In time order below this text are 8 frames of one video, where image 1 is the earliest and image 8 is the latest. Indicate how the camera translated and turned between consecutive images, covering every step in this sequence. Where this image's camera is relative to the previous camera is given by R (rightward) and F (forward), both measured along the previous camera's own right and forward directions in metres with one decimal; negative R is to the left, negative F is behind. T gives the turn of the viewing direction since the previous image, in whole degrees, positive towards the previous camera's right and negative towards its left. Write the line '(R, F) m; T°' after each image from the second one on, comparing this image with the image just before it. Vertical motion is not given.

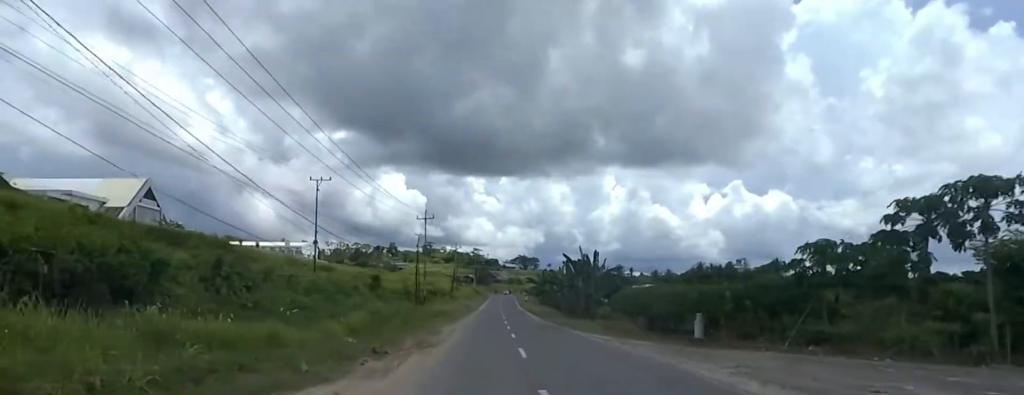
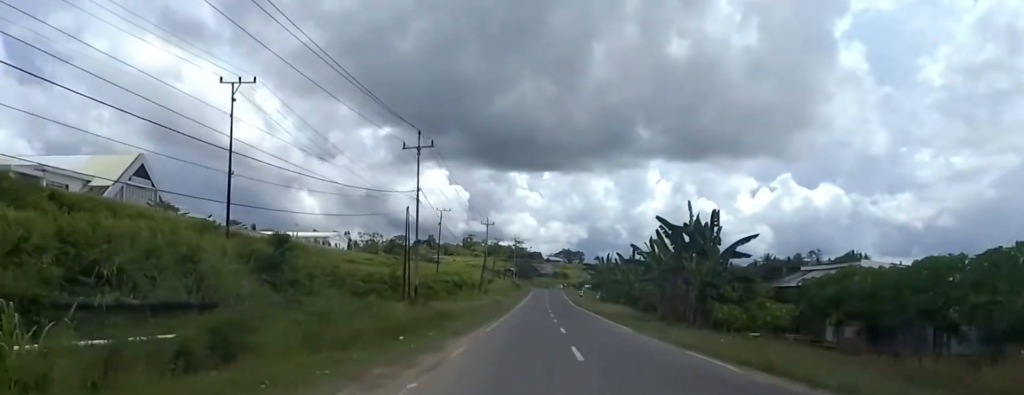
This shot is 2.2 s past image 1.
(+2.3, +24.2) m; +1°
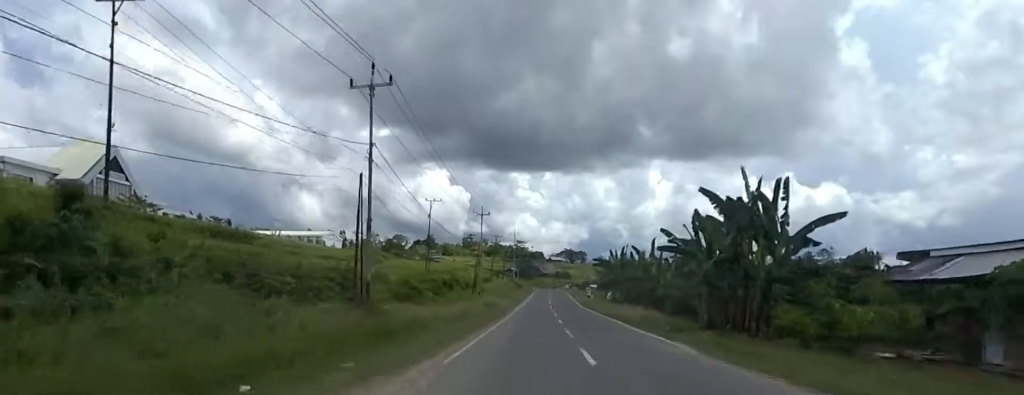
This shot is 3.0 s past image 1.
(-0.9, +9.1) m; 0°
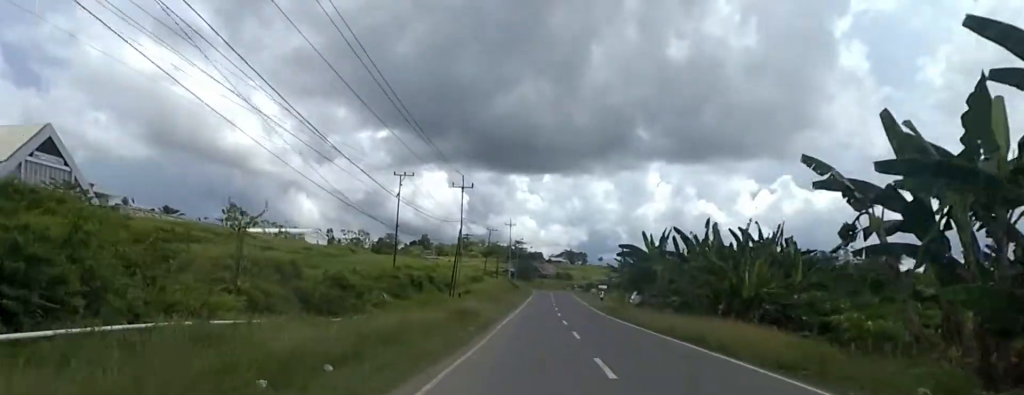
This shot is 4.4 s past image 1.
(+0.8, +16.5) m; -1°
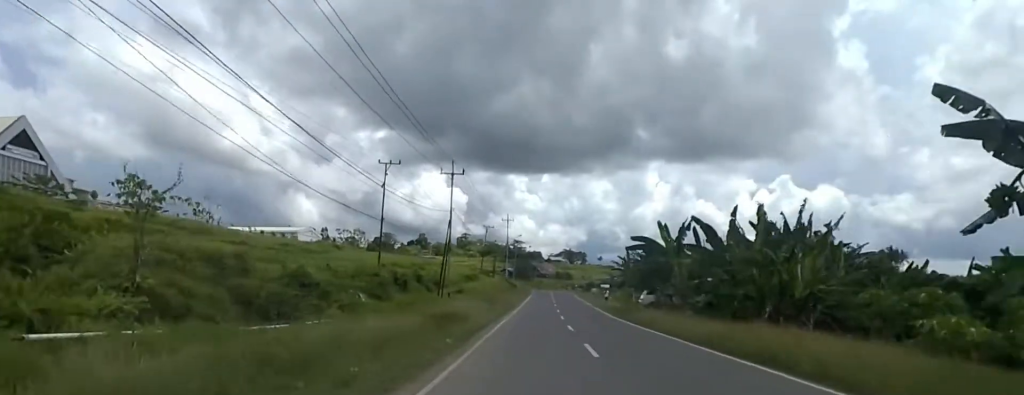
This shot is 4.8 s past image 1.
(-0.7, +5.1) m; 0°
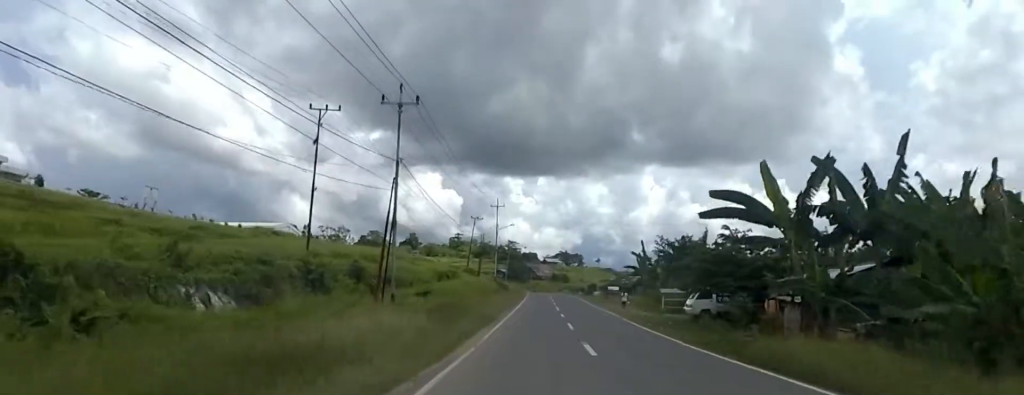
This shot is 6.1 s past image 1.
(+0.7, +15.9) m; +1°
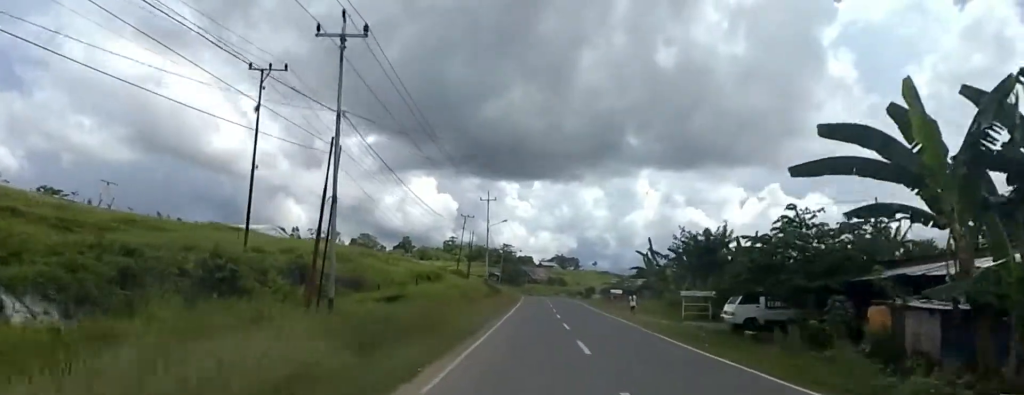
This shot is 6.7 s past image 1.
(-0.4, +7.9) m; 0°
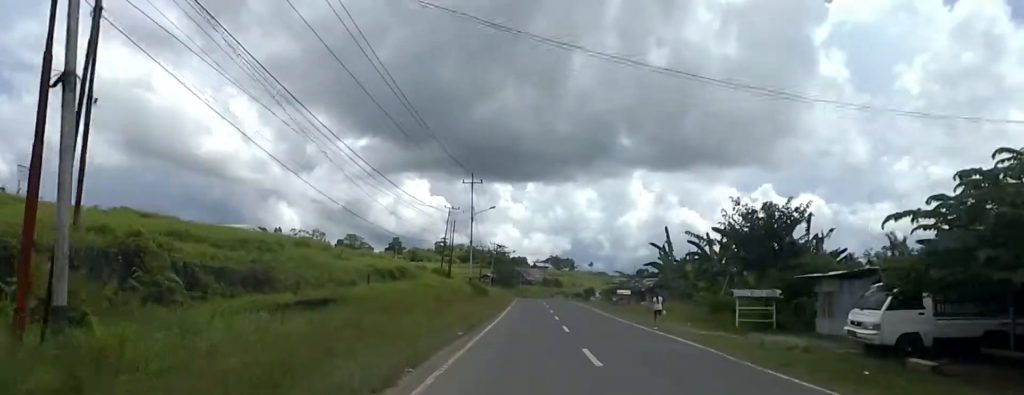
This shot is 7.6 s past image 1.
(-0.2, +11.7) m; 0°
